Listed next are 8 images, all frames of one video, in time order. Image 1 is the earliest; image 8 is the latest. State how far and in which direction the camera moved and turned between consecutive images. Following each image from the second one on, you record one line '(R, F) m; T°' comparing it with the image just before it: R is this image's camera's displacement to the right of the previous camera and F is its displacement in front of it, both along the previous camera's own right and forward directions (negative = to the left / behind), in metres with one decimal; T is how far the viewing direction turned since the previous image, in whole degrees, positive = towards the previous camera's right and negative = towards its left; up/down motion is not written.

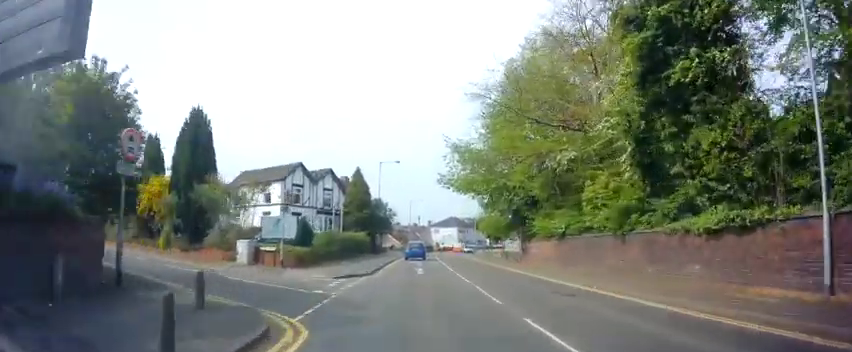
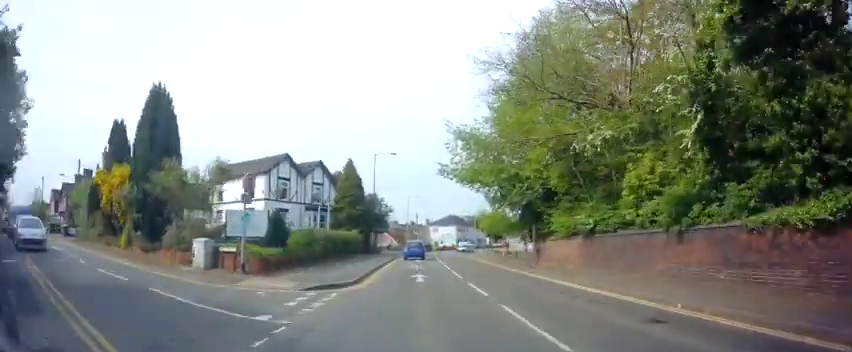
(+0.1, +4.2) m; +1°
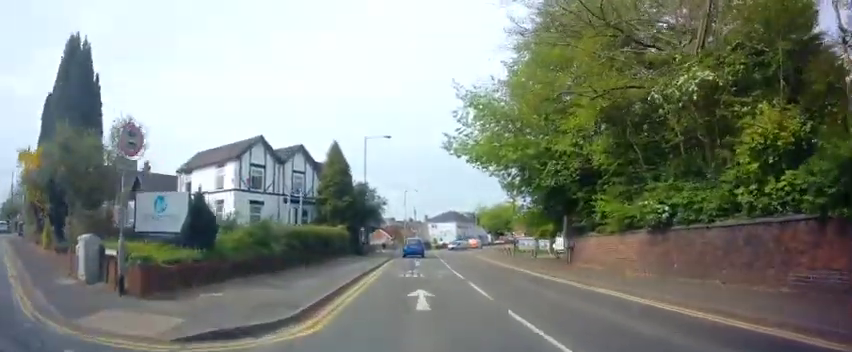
(+0.1, +6.6) m; +1°
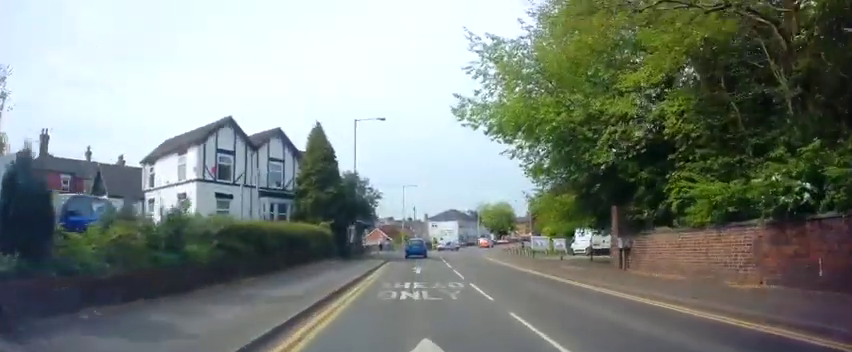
(+0.1, +6.1) m; -1°
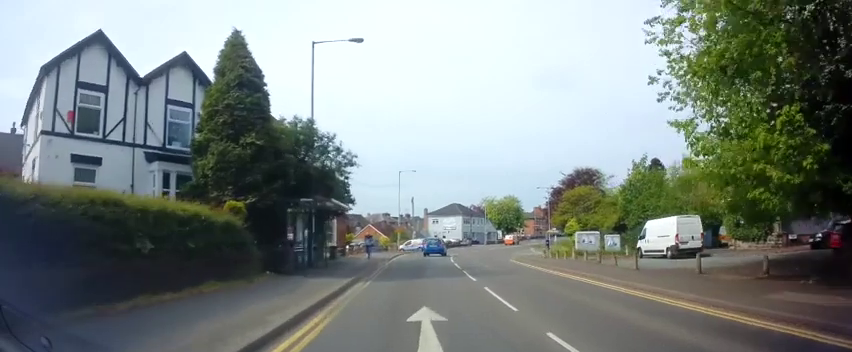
(-0.4, +14.1) m; -2°
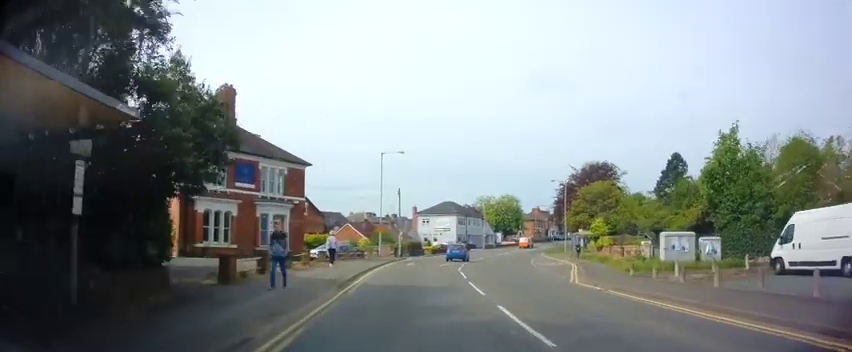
(+0.1, +14.4) m; +1°
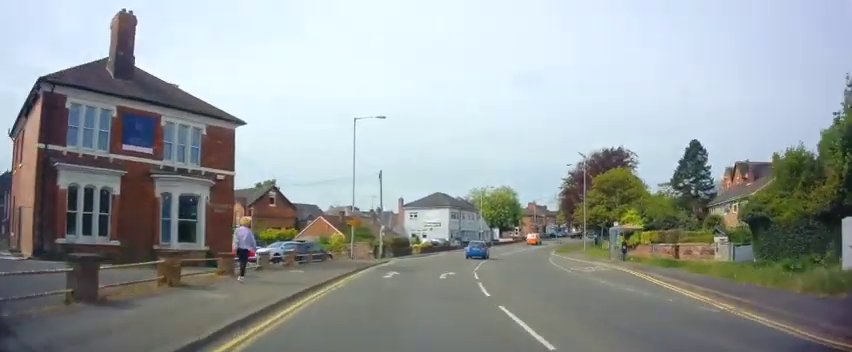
(-0.1, +12.0) m; +1°
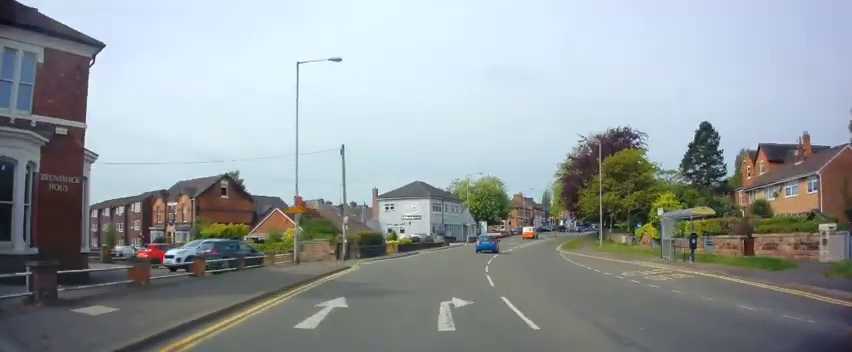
(+0.2, +10.7) m; +4°
